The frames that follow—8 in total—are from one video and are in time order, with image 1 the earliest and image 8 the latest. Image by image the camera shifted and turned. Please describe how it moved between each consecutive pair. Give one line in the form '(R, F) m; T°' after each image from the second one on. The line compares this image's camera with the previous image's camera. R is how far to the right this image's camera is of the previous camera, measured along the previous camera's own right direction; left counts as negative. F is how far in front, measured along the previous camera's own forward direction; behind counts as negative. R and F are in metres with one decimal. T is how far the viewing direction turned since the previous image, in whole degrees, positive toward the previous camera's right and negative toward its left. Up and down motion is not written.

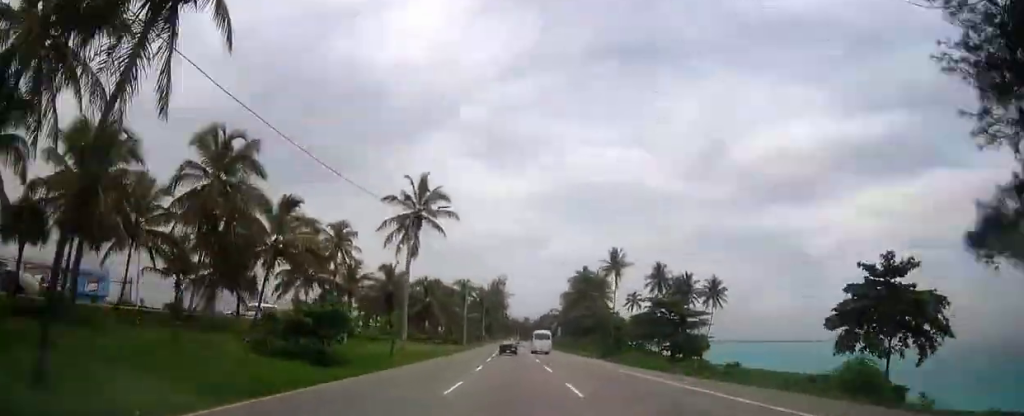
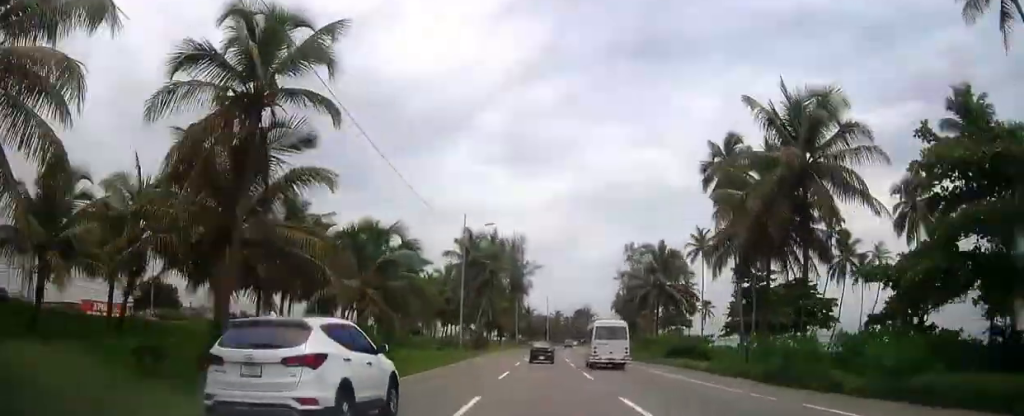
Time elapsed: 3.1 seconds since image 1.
(-2.8, +85.6) m; -2°
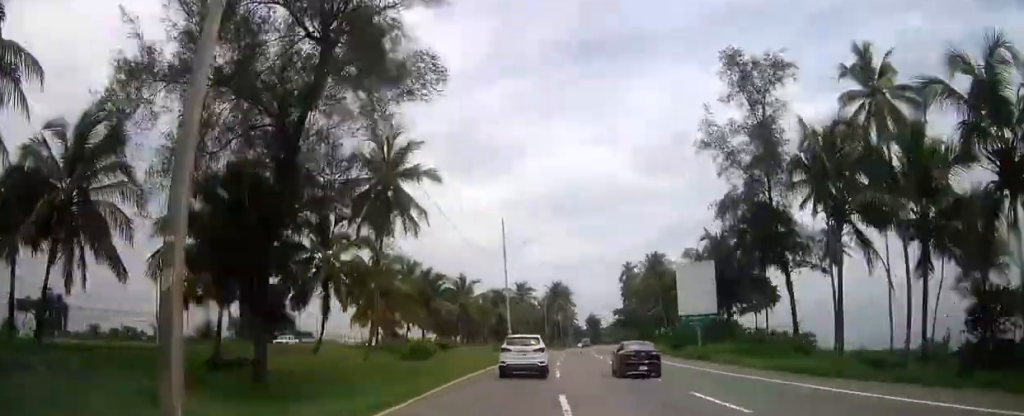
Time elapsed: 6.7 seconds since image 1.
(+3.4, +99.4) m; +5°
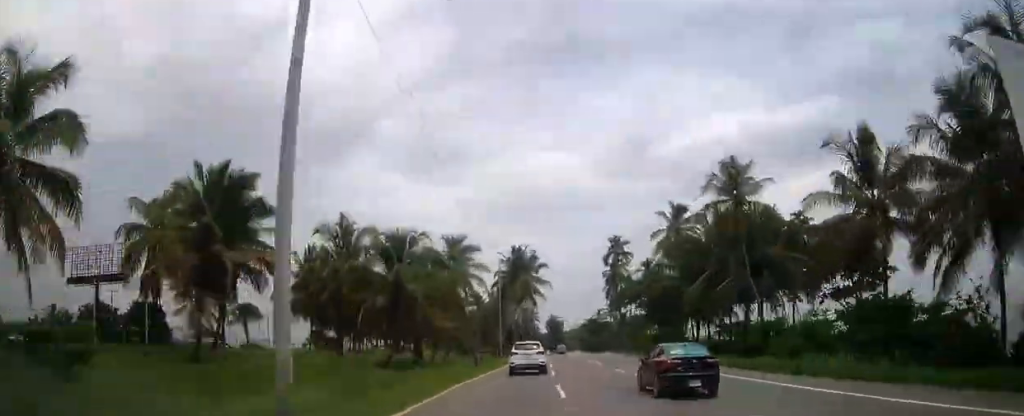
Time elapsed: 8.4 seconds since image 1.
(+1.1, +47.8) m; +3°
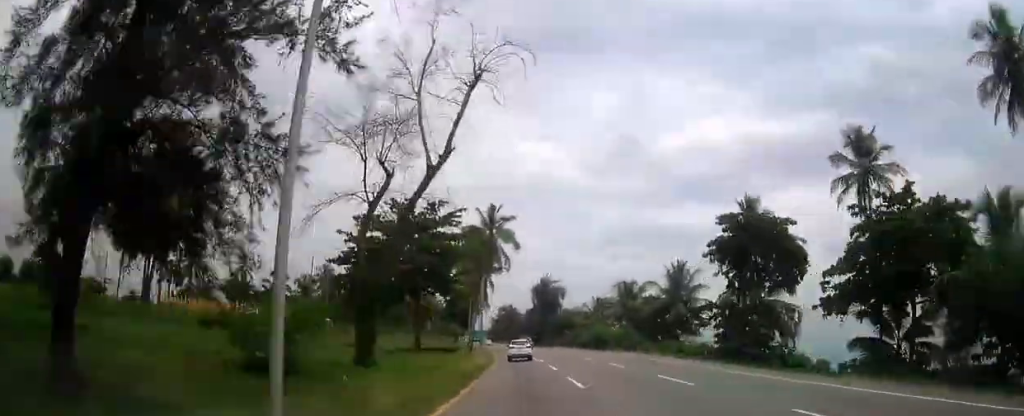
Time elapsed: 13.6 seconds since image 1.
(+5.8, +150.3) m; +2°
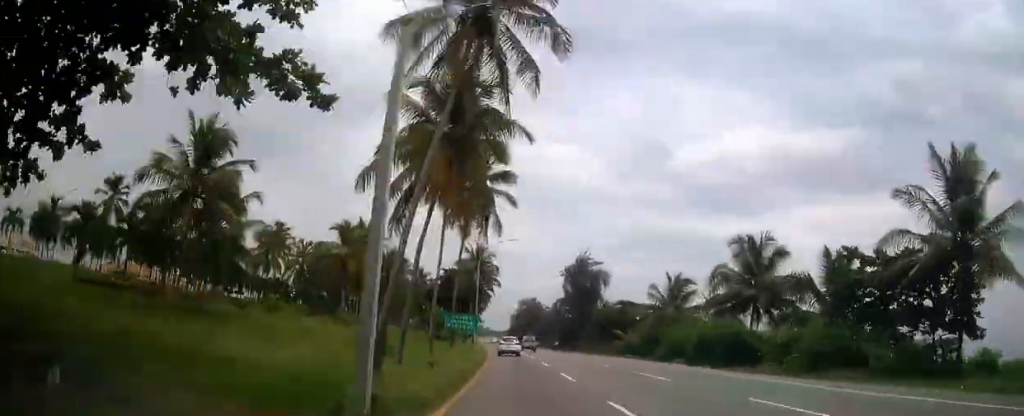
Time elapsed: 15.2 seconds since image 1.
(0.0, +47.2) m; -1°
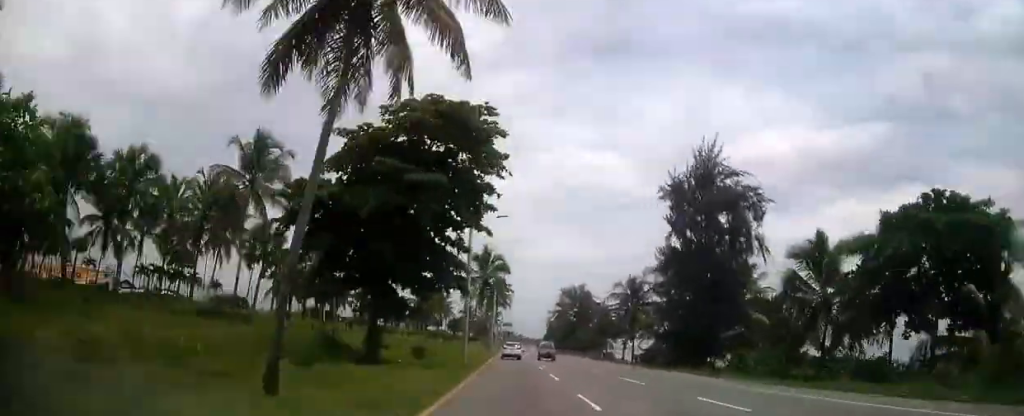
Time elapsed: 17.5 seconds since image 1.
(-1.7, +69.4) m; -3°
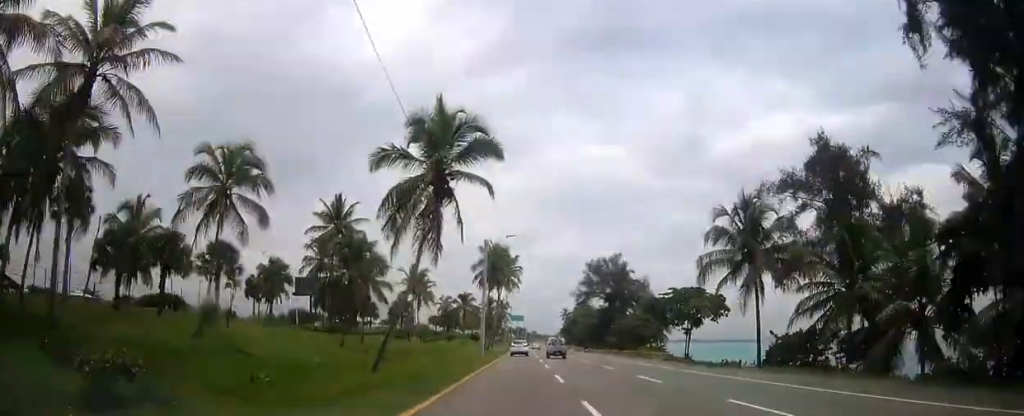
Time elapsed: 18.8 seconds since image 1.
(-0.6, +39.3) m; -1°
